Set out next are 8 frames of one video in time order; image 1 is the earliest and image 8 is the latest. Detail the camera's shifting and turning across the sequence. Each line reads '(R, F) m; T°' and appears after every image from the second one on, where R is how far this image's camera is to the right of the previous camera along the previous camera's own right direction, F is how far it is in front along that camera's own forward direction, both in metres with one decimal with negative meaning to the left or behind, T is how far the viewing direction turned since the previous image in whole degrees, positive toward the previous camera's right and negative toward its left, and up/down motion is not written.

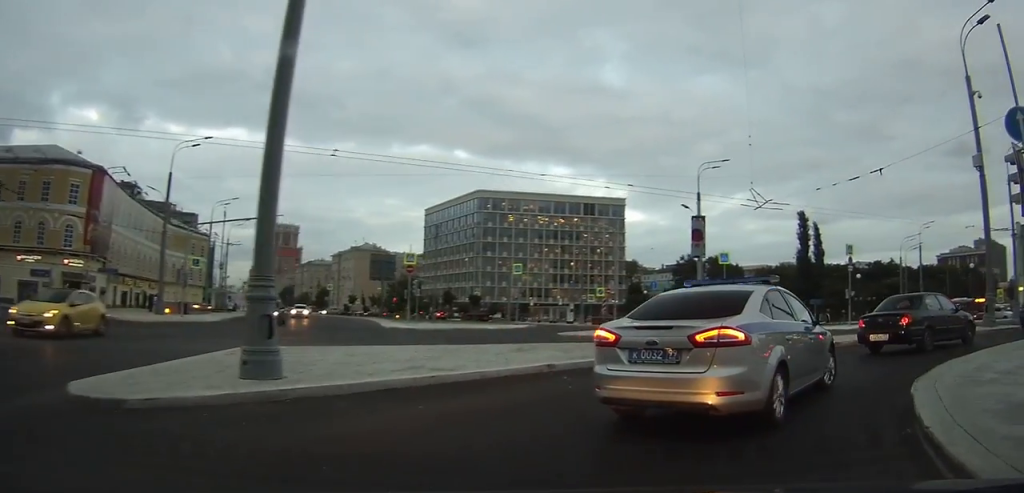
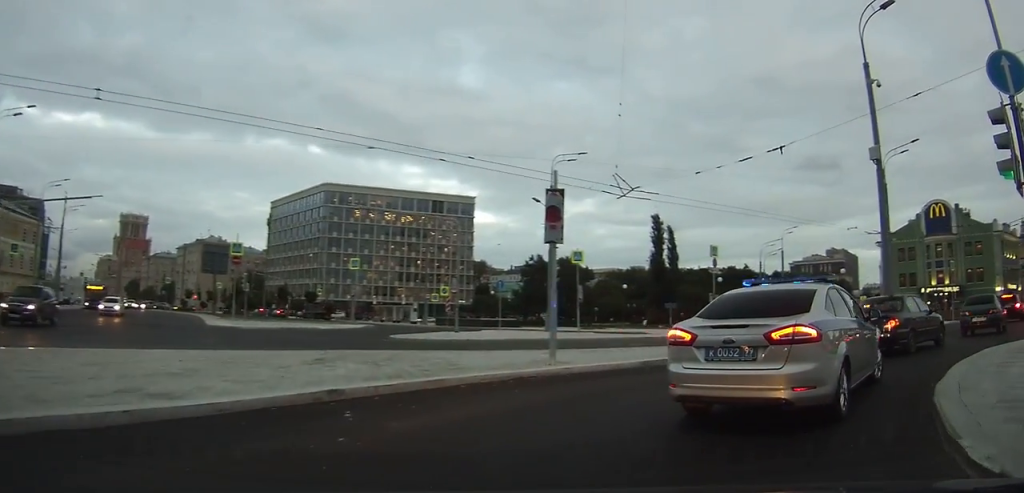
(+0.7, +4.8) m; +14°
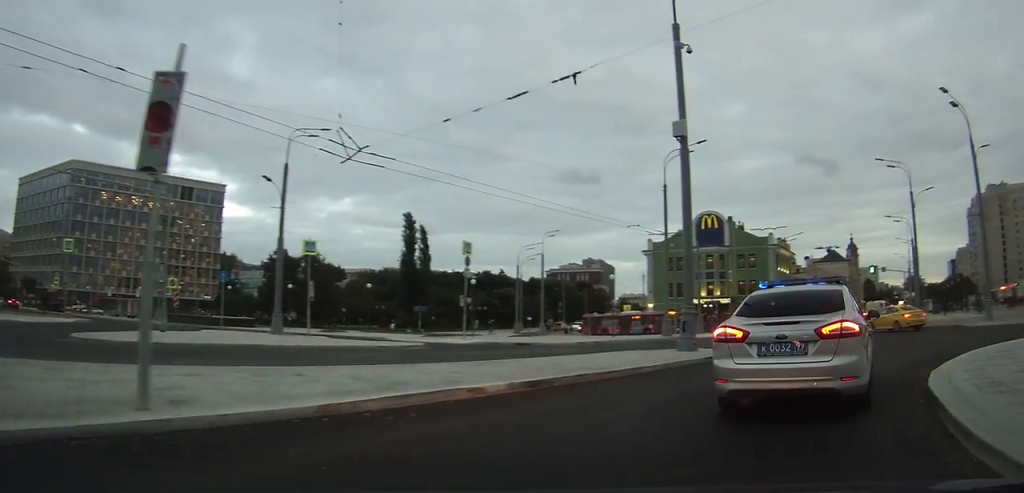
(+1.3, +6.9) m; +22°
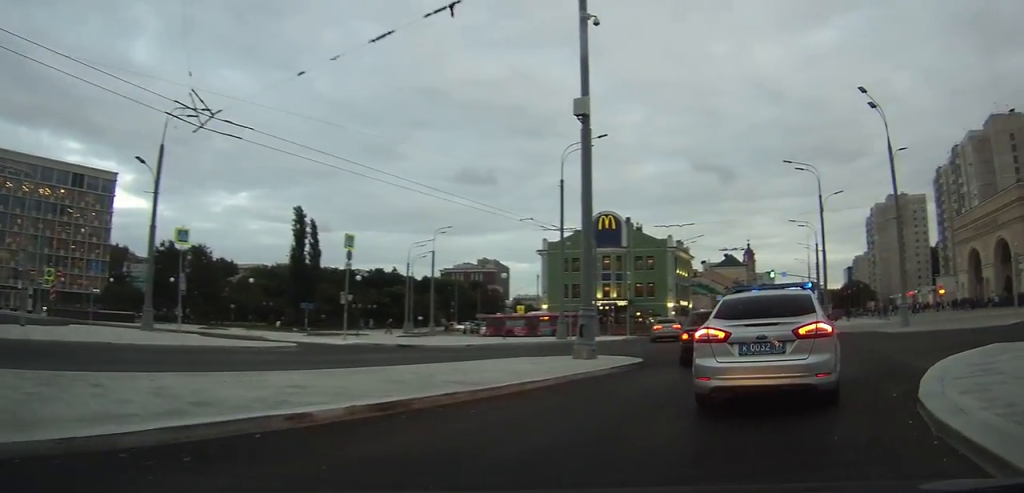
(+0.3, +3.0) m; +10°
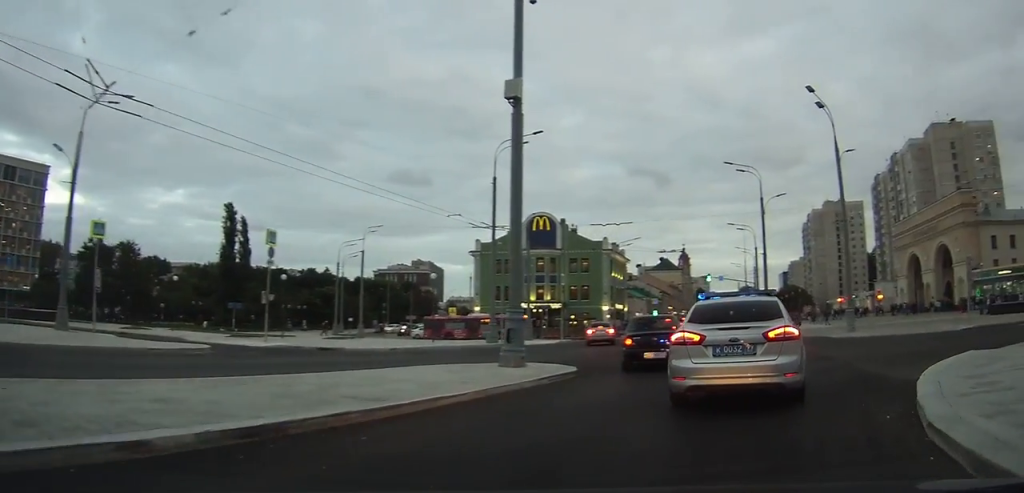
(0.0, +2.0) m; +6°
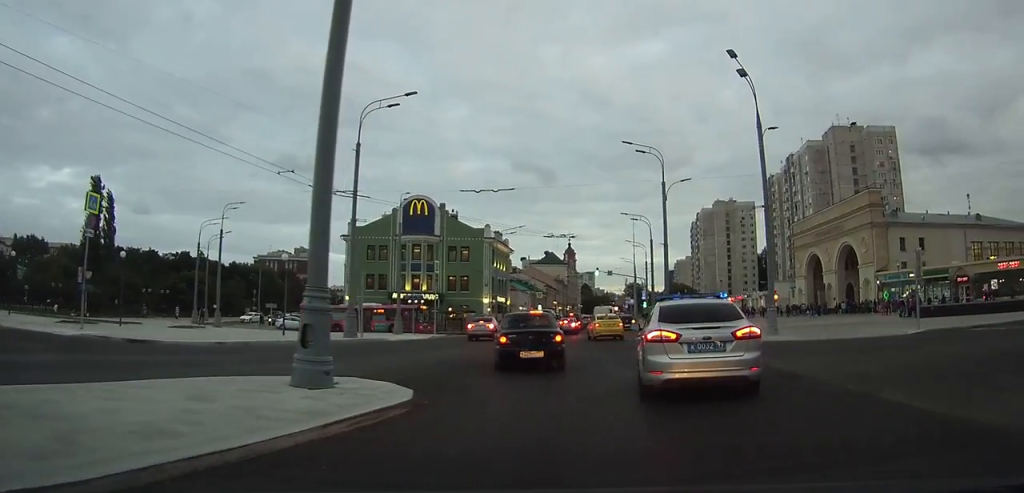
(+0.7, +6.2) m; +7°
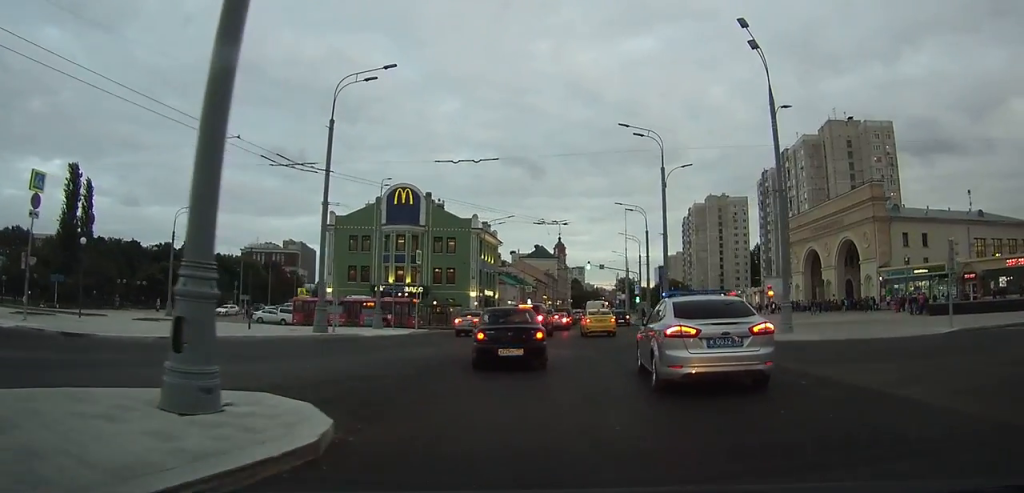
(0.0, +3.0) m; +1°
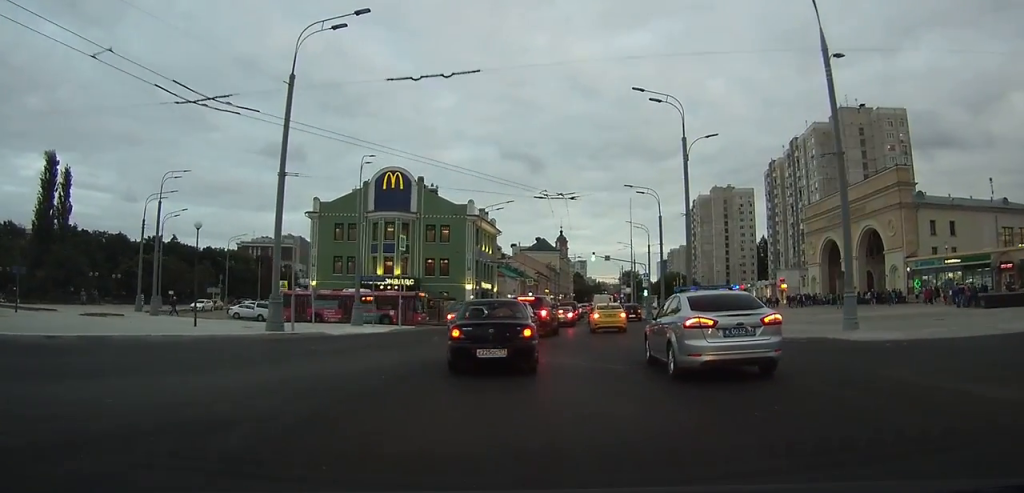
(0.0, +5.4) m; -1°
